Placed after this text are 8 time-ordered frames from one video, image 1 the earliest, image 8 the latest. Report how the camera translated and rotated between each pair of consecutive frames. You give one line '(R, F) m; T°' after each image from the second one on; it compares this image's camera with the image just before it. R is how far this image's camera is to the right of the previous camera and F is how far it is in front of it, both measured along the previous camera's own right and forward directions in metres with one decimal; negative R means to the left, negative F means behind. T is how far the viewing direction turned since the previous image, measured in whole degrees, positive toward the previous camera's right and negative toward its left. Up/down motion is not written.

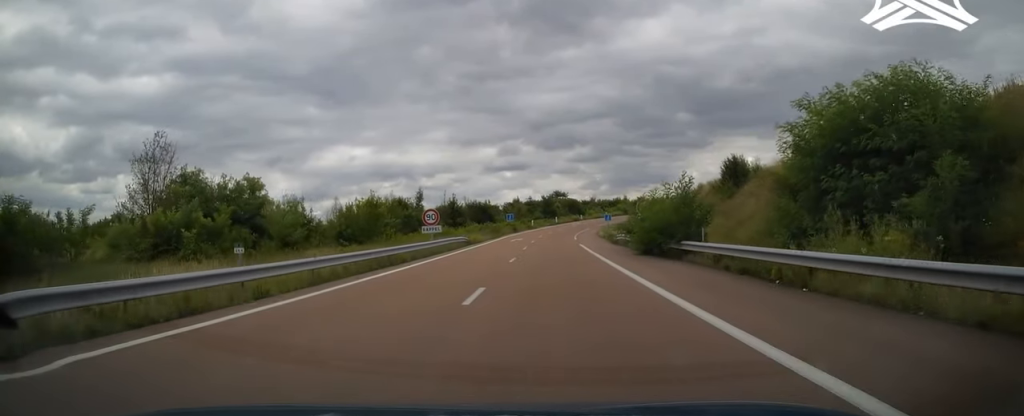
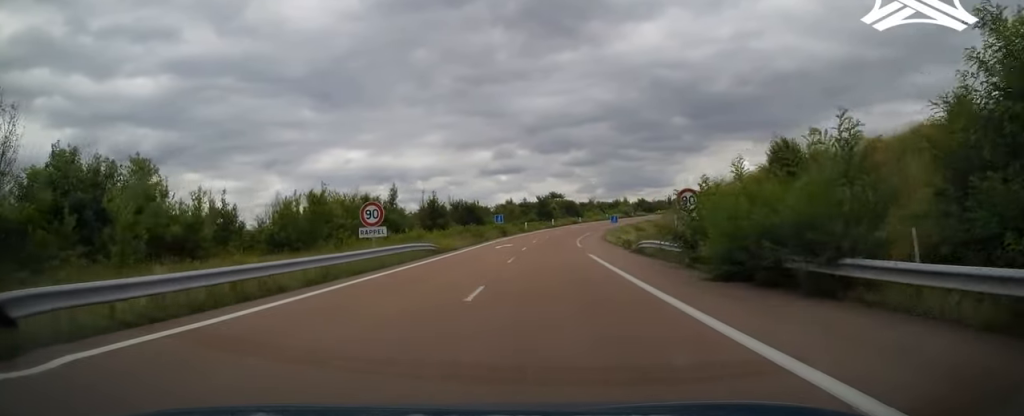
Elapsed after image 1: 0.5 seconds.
(0.0, +12.2) m; 0°
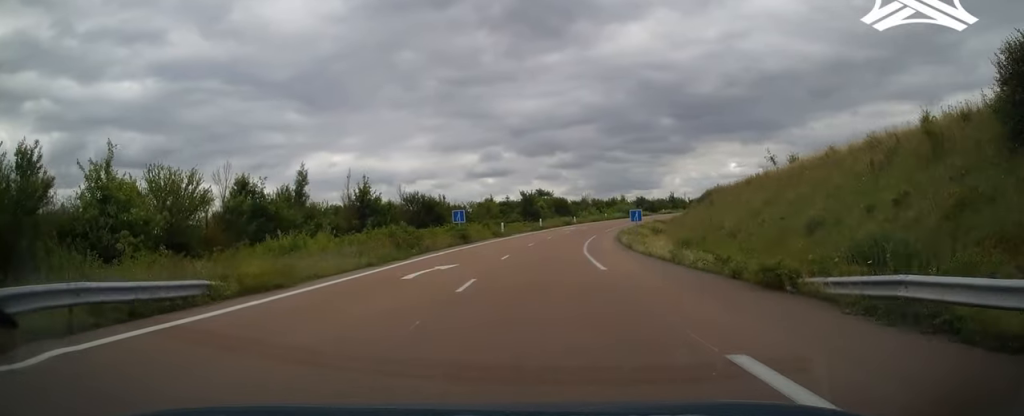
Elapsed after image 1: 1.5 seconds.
(0.0, +24.4) m; +1°
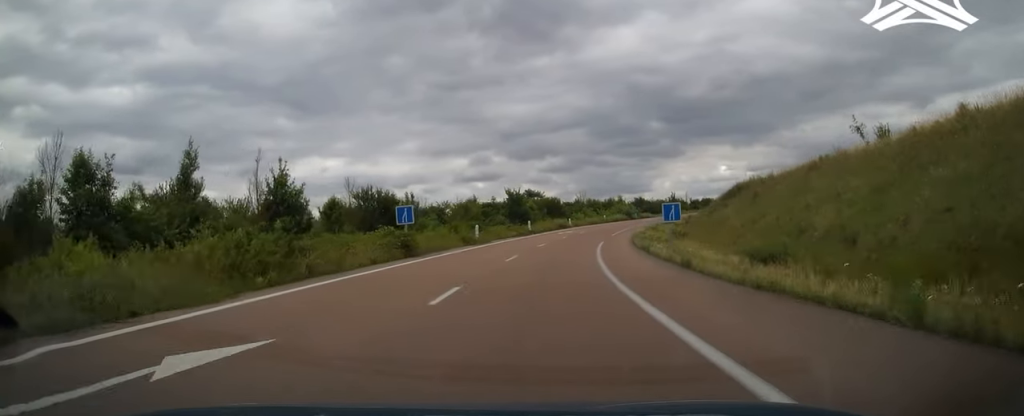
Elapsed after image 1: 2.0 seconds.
(+0.3, +15.1) m; +1°
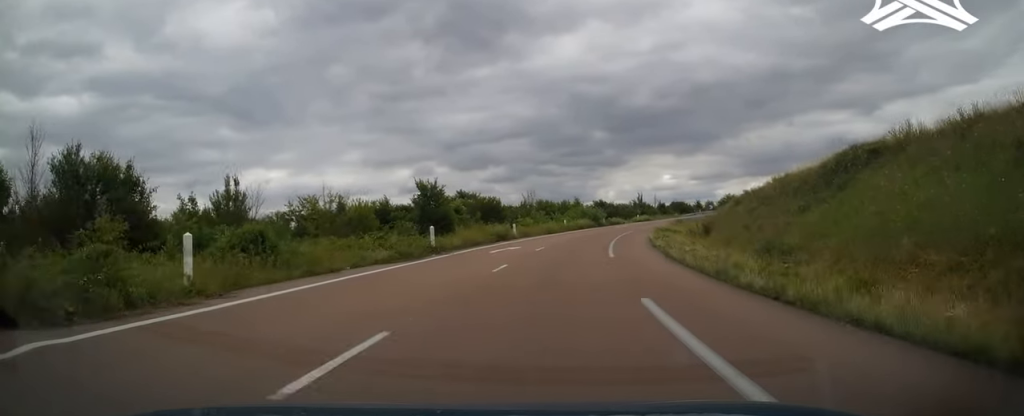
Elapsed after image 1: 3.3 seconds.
(+0.7, +31.8) m; +4°
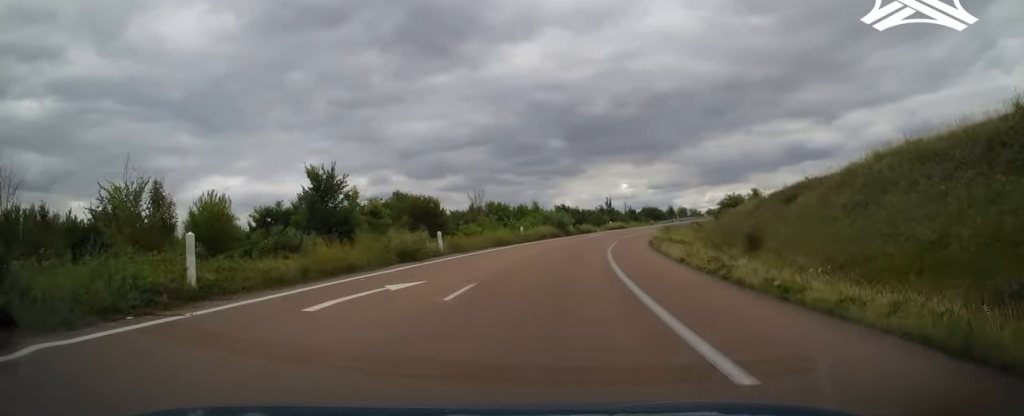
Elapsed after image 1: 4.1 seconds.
(+0.7, +19.1) m; +4°
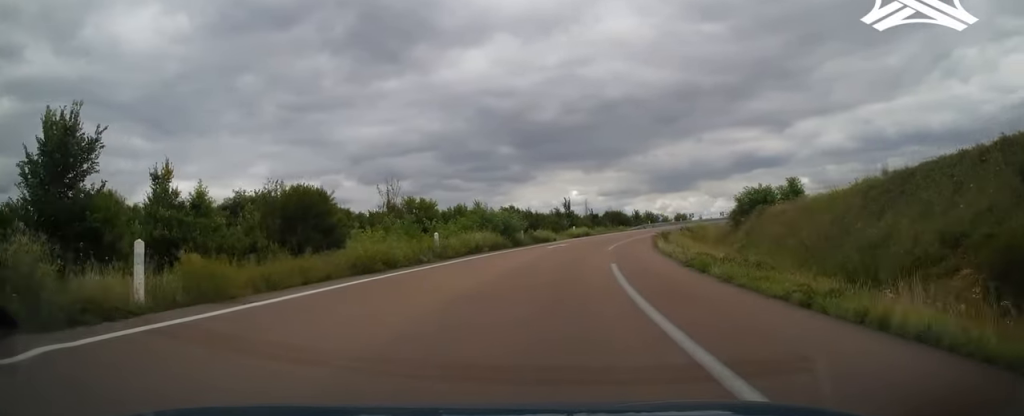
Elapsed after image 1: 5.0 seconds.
(+0.9, +21.5) m; +5°
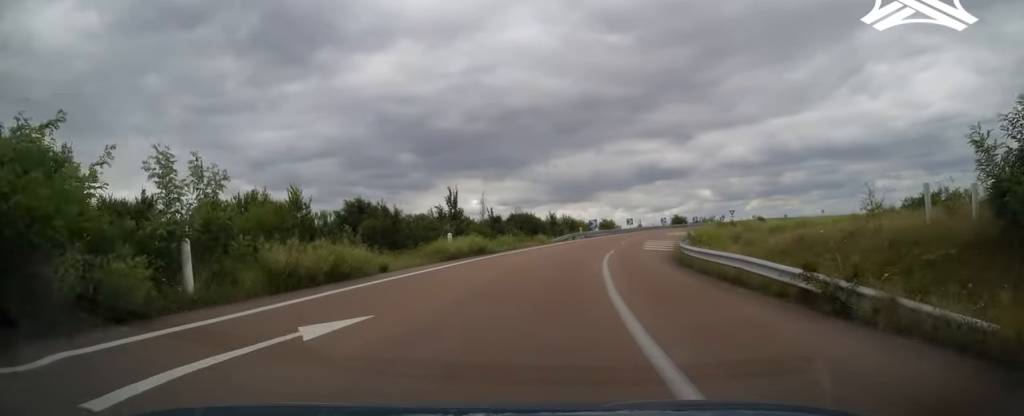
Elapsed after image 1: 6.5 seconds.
(+2.3, +37.5) m; +9°
